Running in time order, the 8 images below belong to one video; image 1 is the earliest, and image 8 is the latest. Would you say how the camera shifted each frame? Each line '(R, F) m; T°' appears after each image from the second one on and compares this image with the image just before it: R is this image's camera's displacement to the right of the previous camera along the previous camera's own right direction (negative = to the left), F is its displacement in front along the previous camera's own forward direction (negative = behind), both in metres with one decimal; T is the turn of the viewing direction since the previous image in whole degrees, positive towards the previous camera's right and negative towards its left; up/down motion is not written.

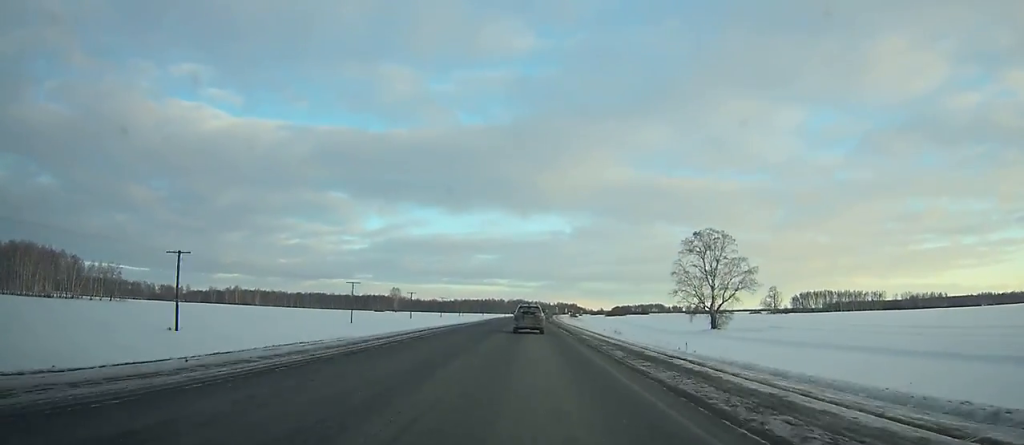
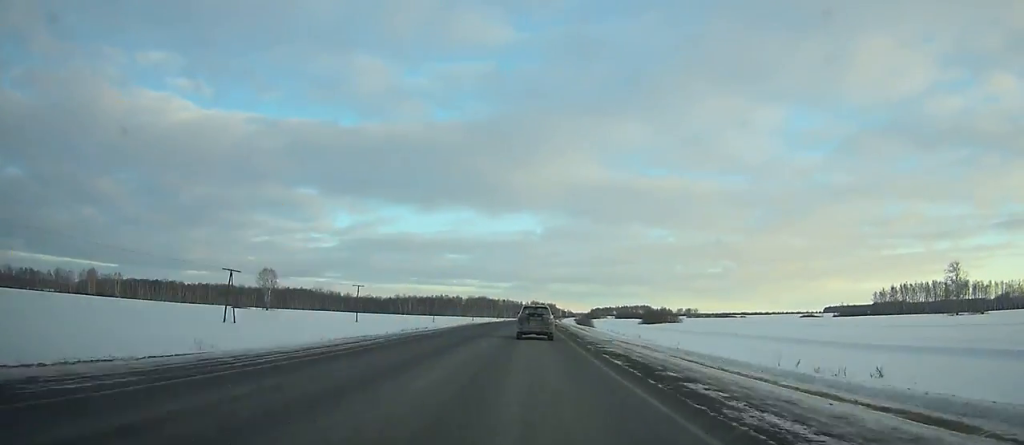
(+2.9, +180.1) m; +3°
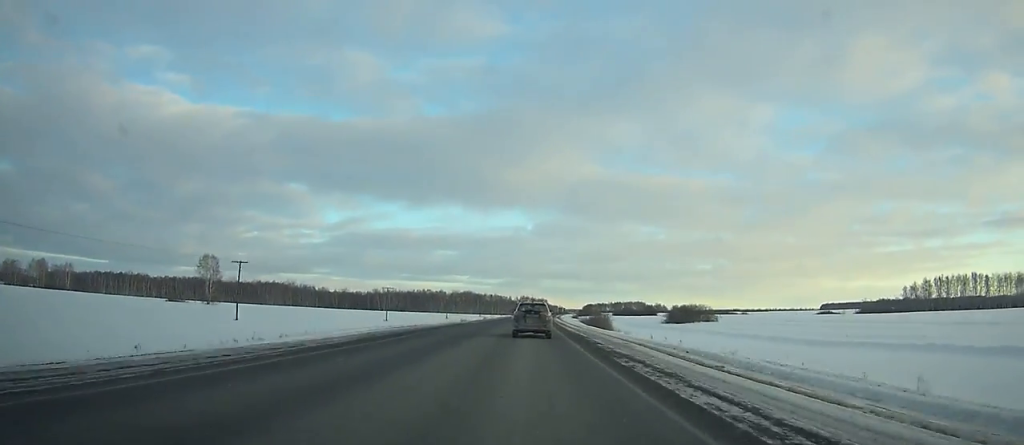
(+0.1, +43.5) m; +1°
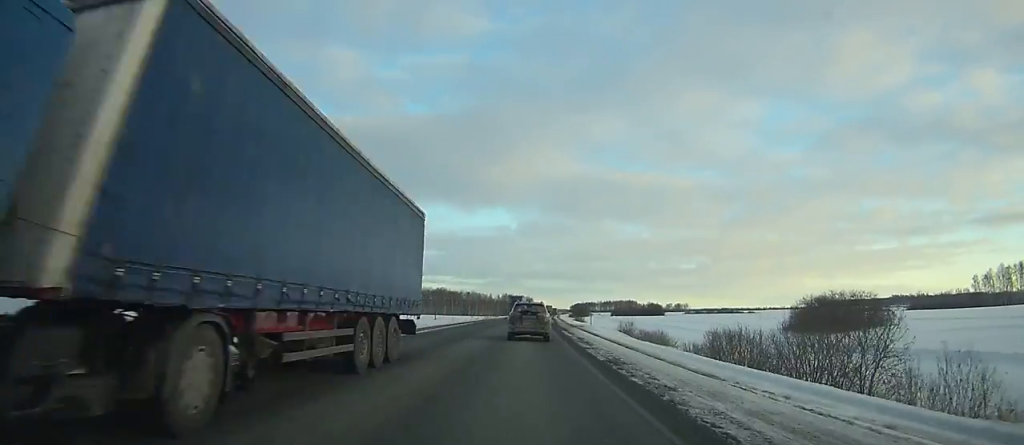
(+1.5, +74.5) m; +2°
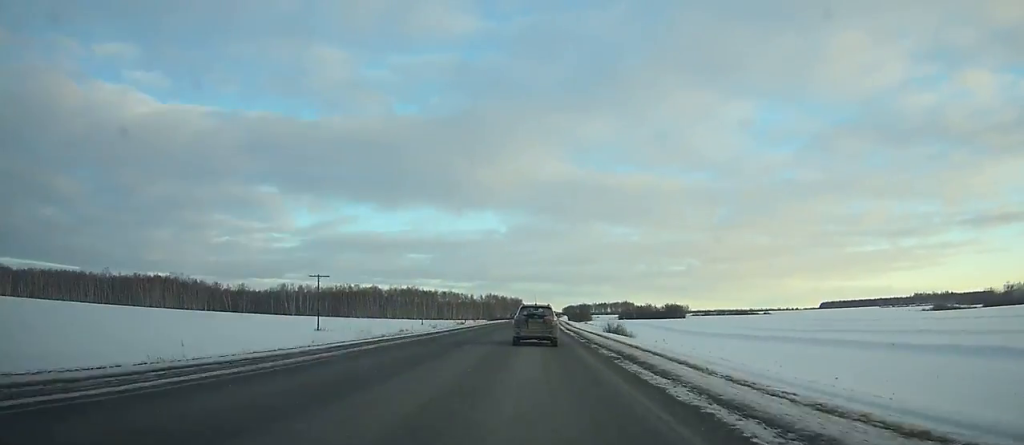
(+0.9, +76.4) m; +1°
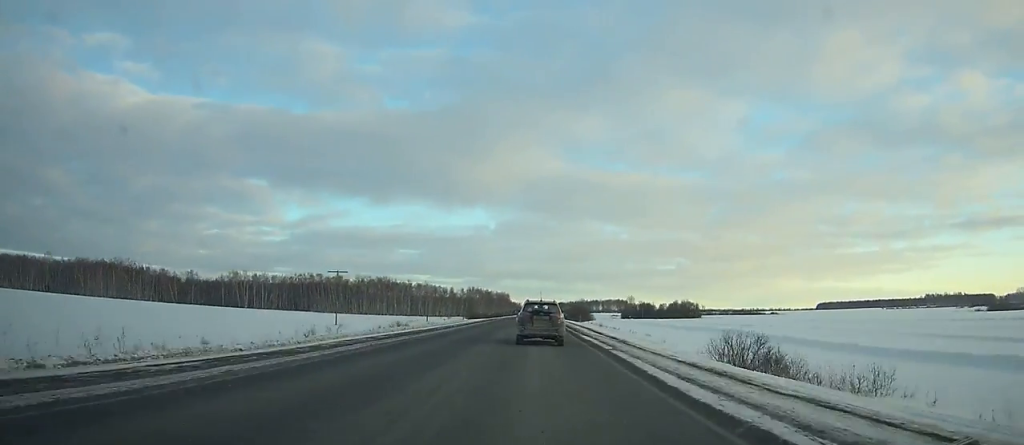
(+0.4, +47.6) m; +1°
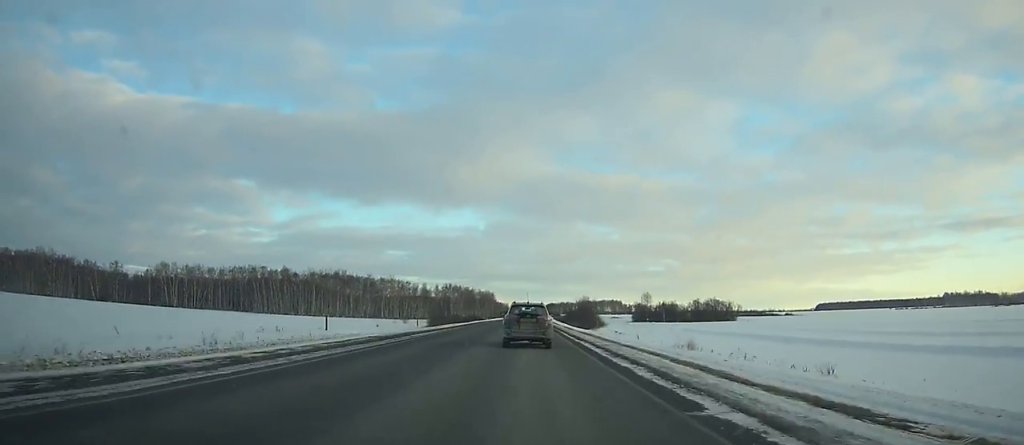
(+0.3, +58.6) m; +1°
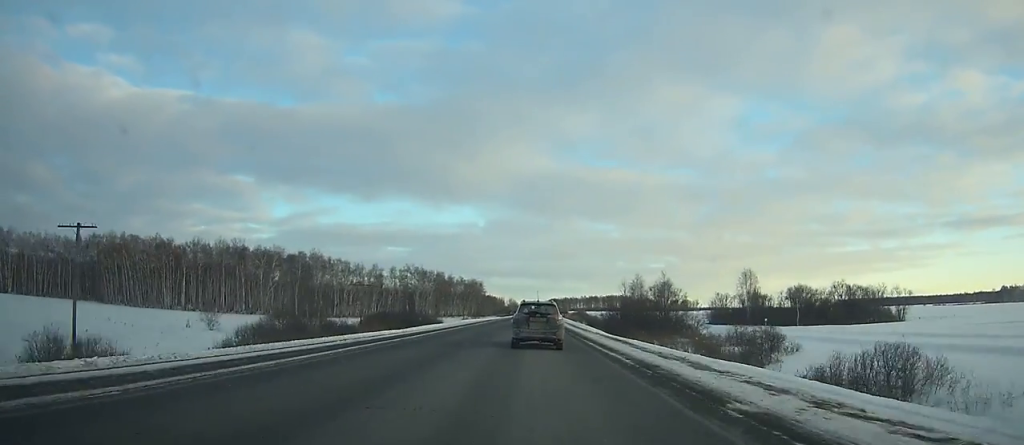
(+0.7, +96.9) m; +1°
